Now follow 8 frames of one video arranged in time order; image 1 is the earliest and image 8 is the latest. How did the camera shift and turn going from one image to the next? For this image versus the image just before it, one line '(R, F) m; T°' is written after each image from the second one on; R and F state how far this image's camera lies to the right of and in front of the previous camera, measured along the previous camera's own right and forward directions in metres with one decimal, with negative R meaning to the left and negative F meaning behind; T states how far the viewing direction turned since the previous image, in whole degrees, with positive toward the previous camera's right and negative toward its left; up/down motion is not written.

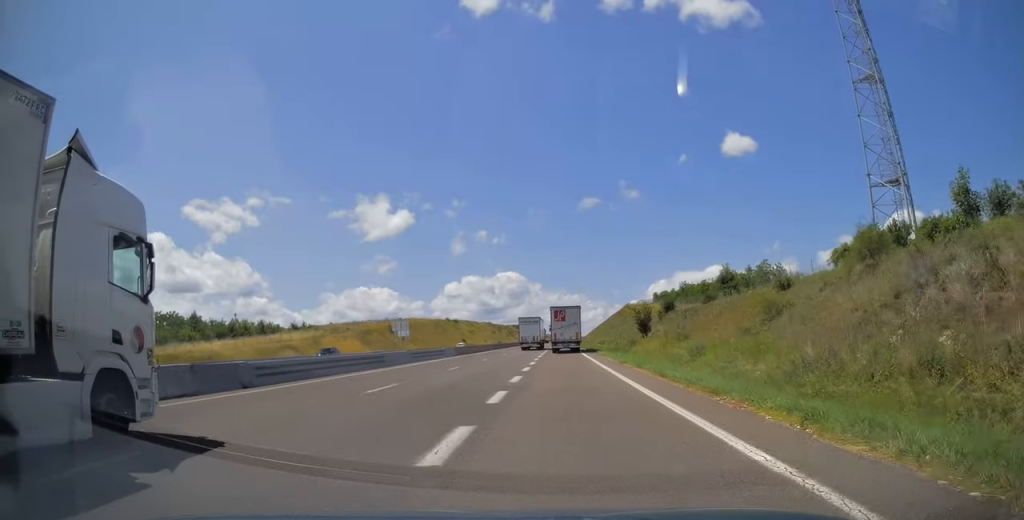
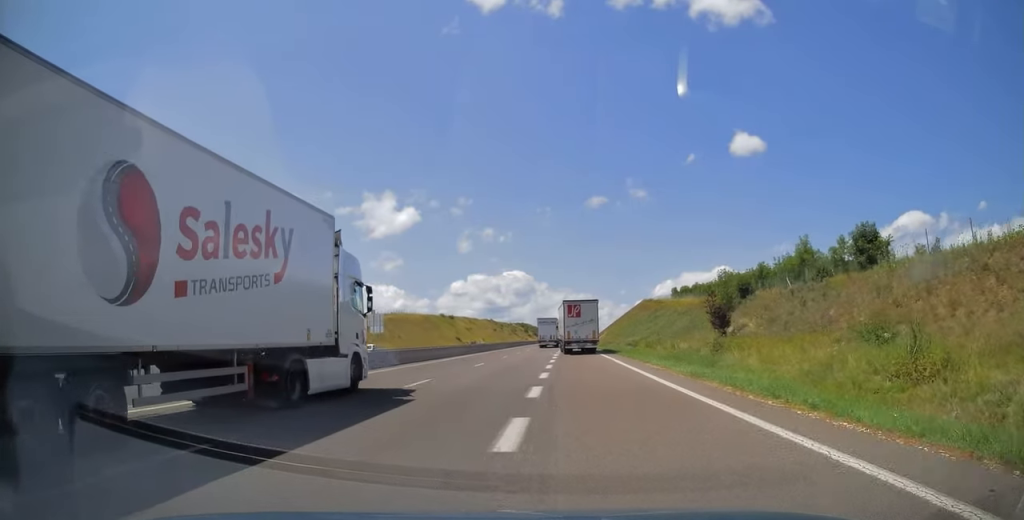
(0.0, +25.4) m; 0°
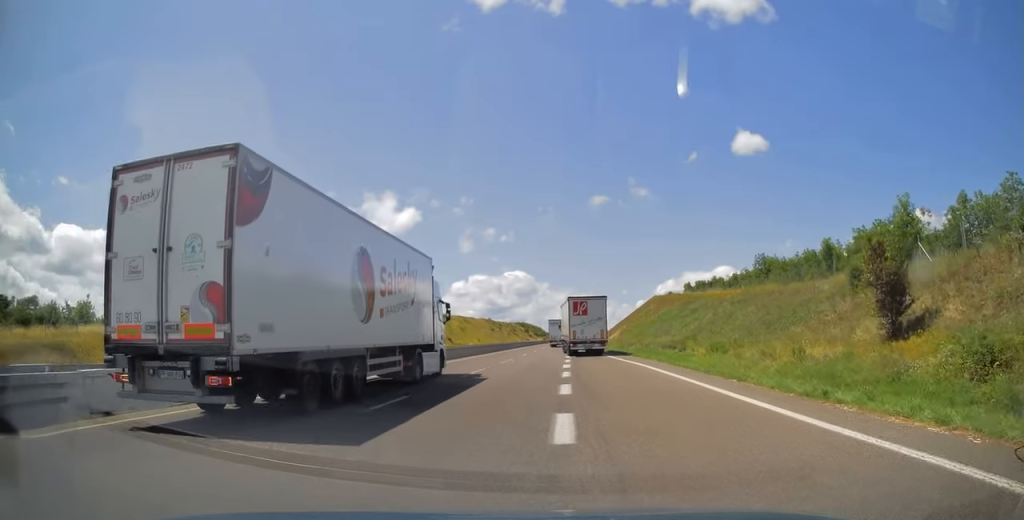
(0.0, +19.1) m; 0°
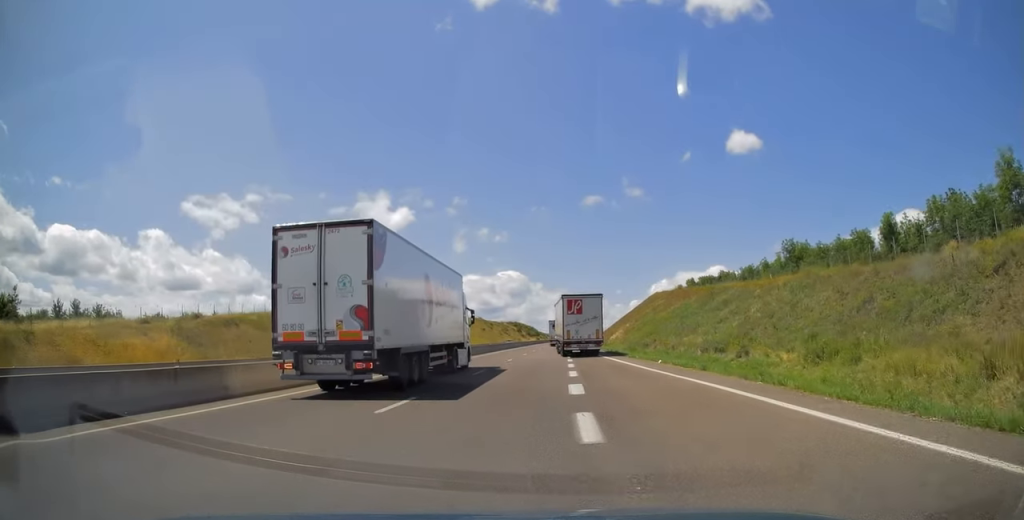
(0.0, +13.1) m; 0°
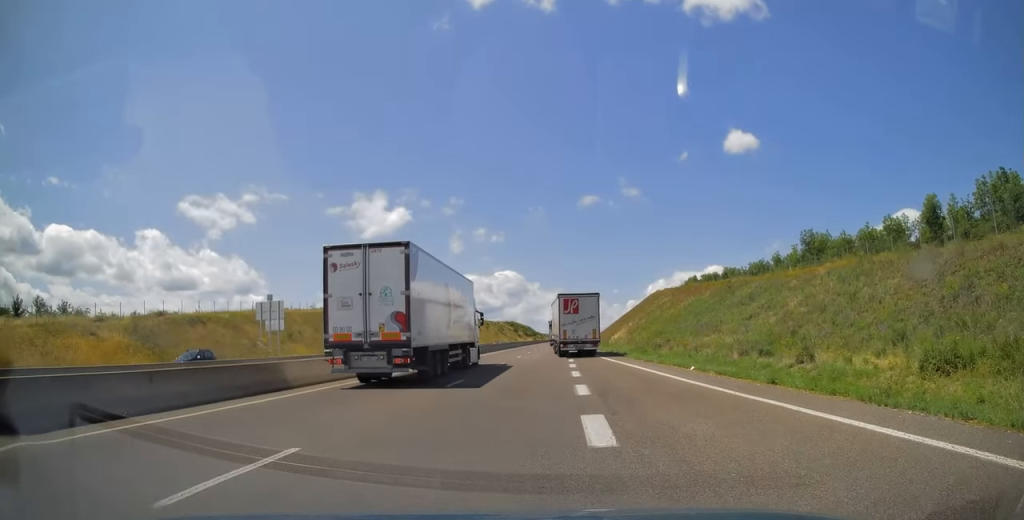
(0.0, +6.9) m; 0°
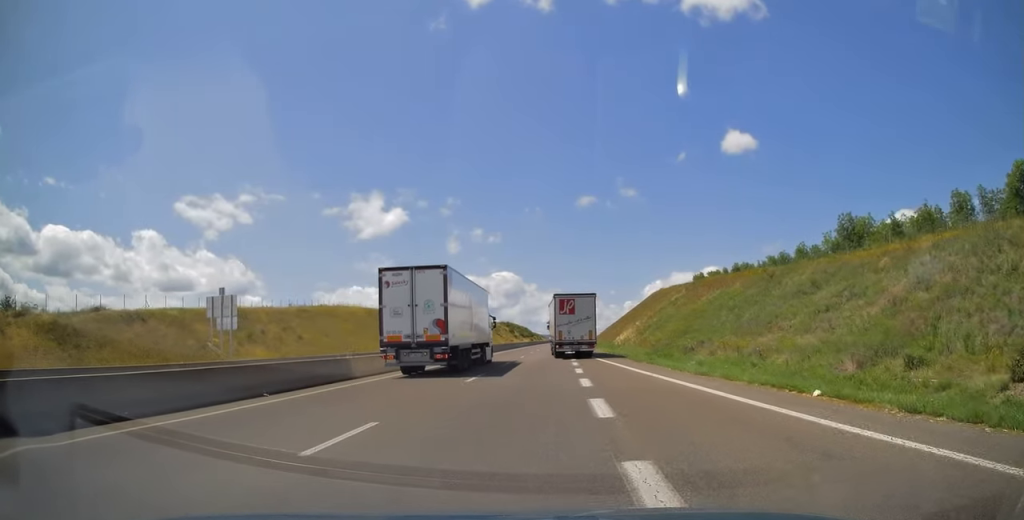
(0.0, +10.6) m; 0°
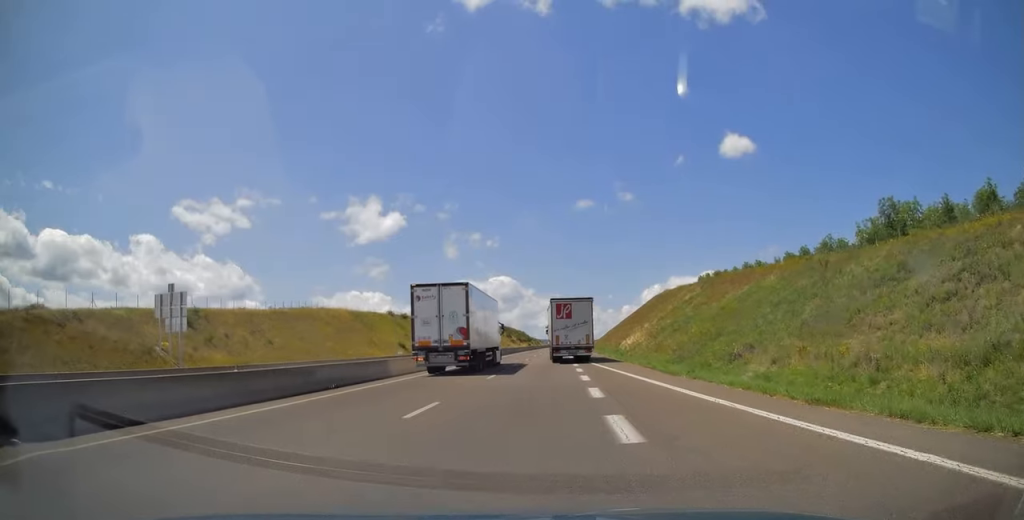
(0.0, +9.0) m; 0°
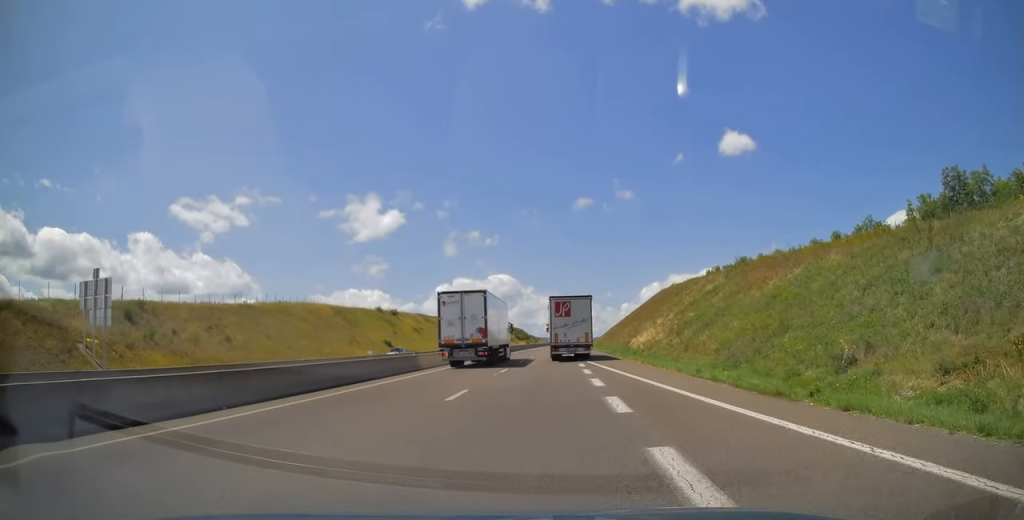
(-0.1, +10.3) m; +1°
